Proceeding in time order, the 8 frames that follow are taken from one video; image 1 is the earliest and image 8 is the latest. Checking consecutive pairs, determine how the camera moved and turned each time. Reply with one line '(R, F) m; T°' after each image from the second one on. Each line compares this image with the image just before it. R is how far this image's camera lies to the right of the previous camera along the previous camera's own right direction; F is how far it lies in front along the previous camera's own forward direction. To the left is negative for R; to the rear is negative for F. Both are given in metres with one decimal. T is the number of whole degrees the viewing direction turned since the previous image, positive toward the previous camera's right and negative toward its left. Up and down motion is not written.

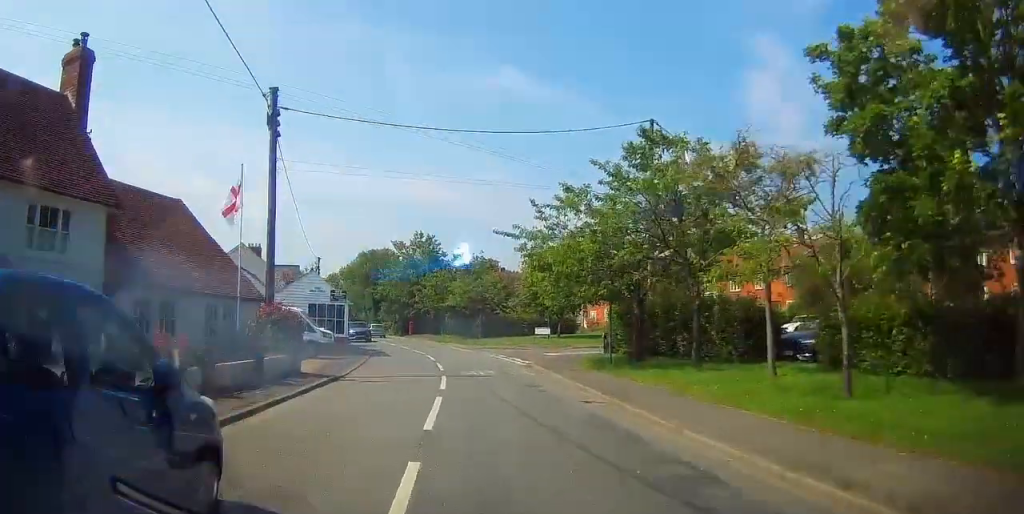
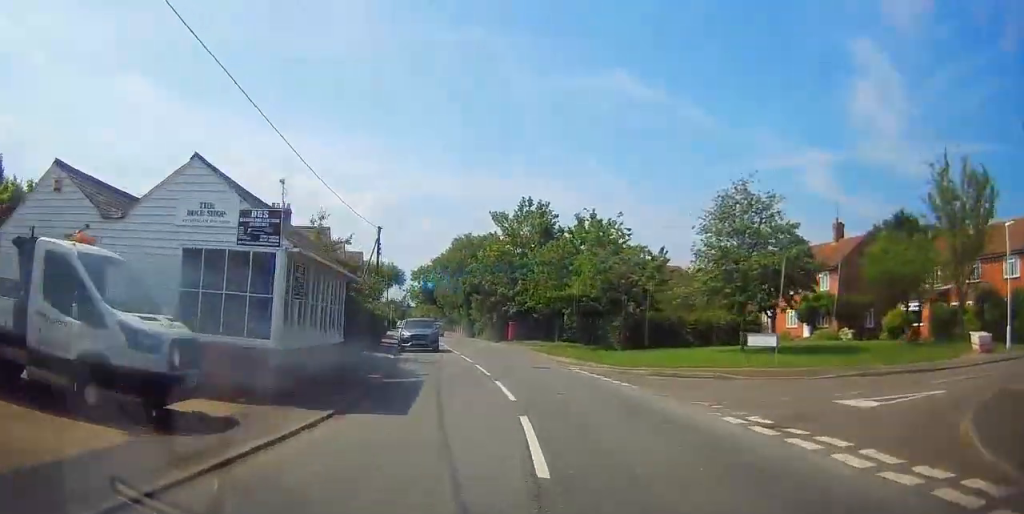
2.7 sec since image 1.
(+6.8, +21.0) m; +14°
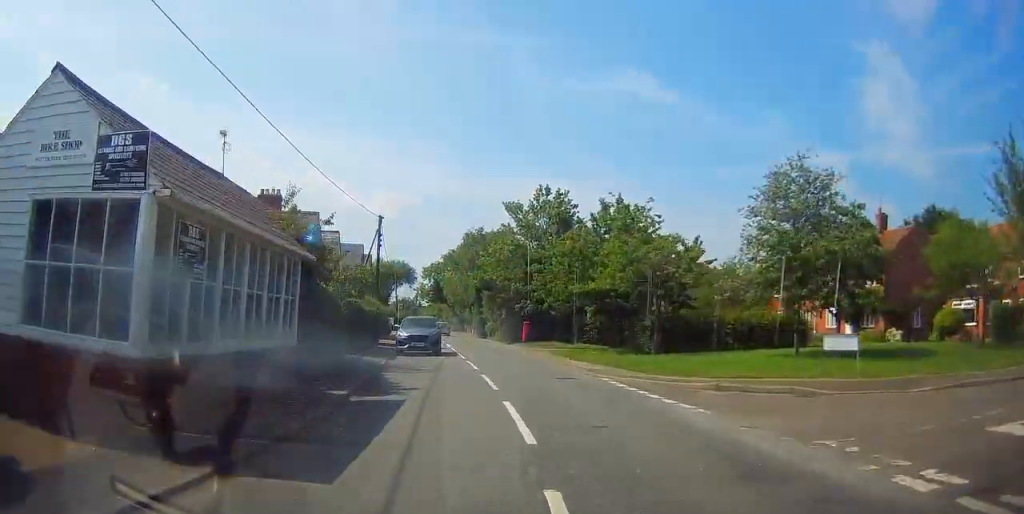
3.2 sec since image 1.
(-0.4, +5.4) m; -4°
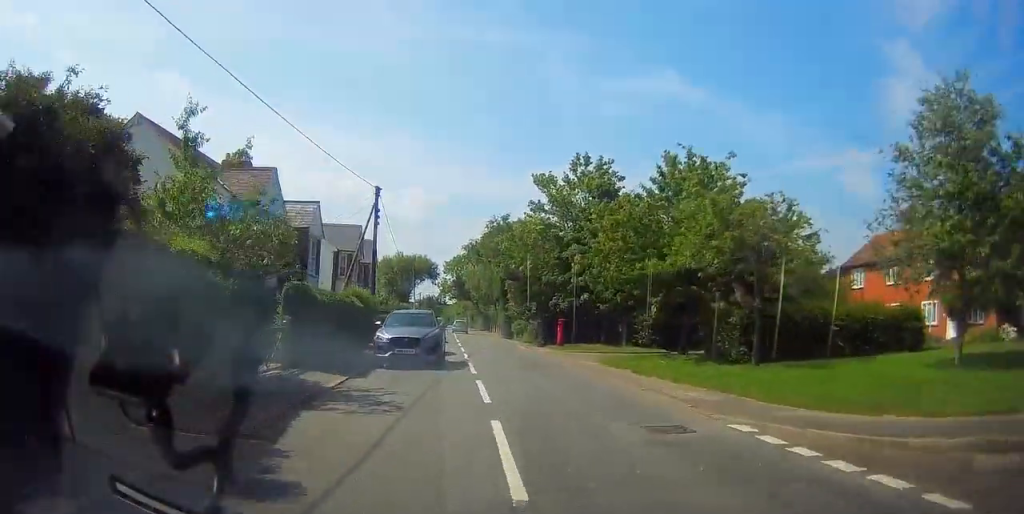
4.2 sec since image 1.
(-0.7, +10.3) m; -16°
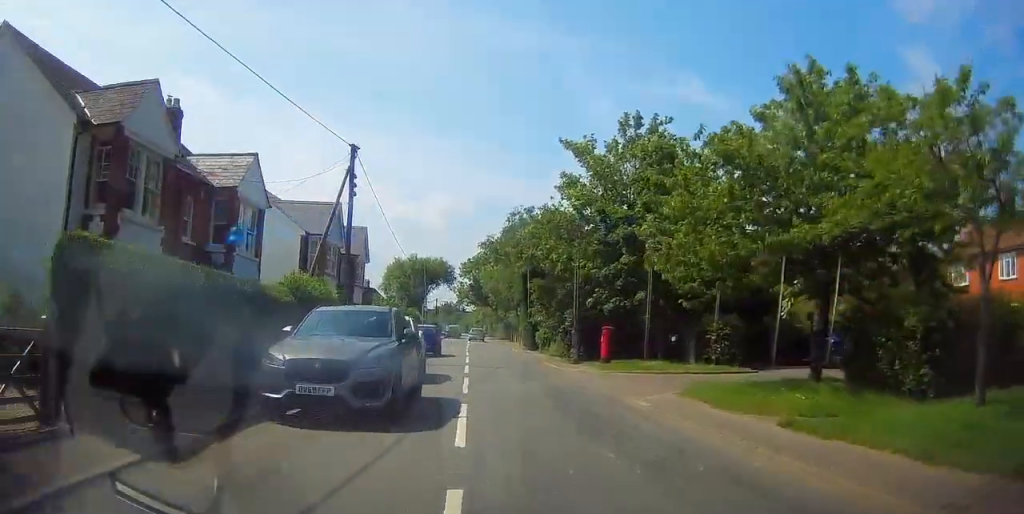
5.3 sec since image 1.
(-1.8, +7.6) m; -2°
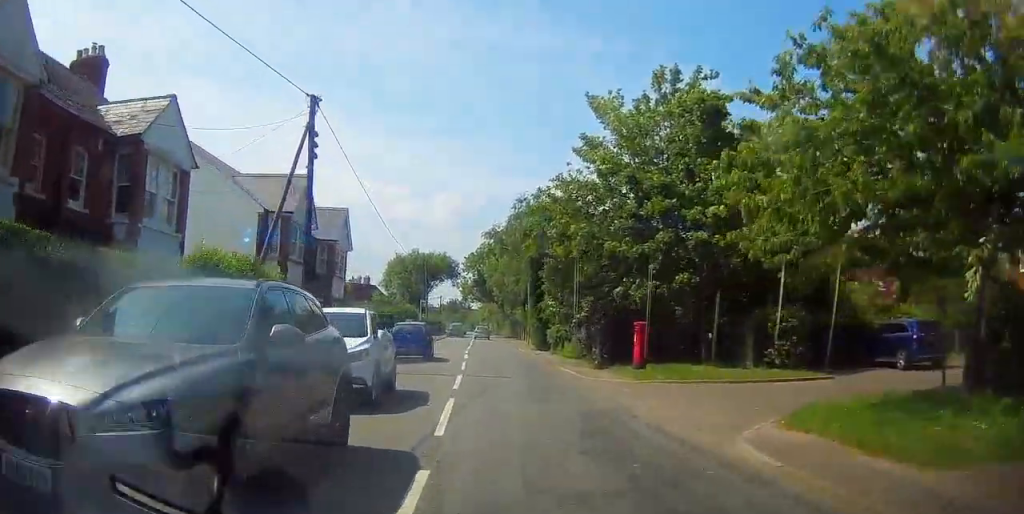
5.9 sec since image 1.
(-0.9, +4.1) m; +10°
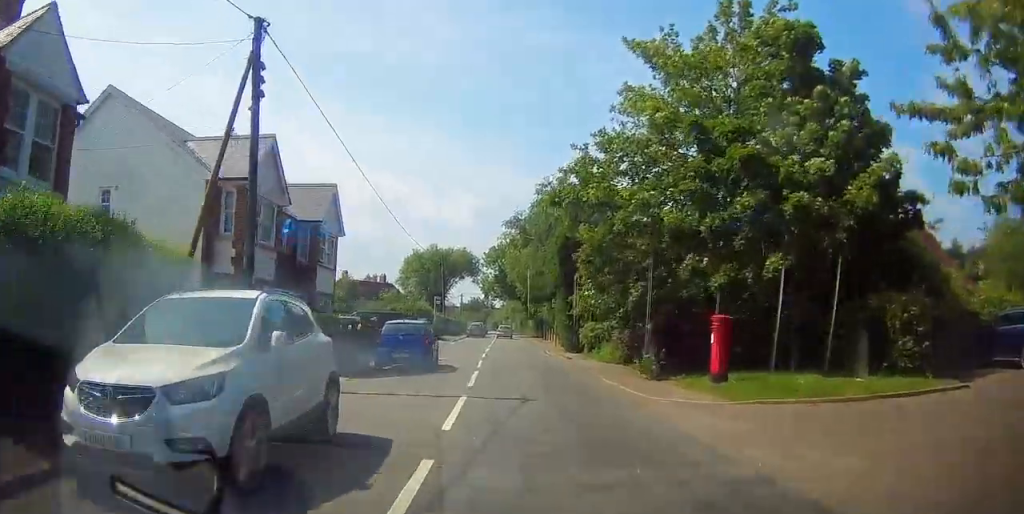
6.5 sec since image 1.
(+2.7, +6.9) m; +10°
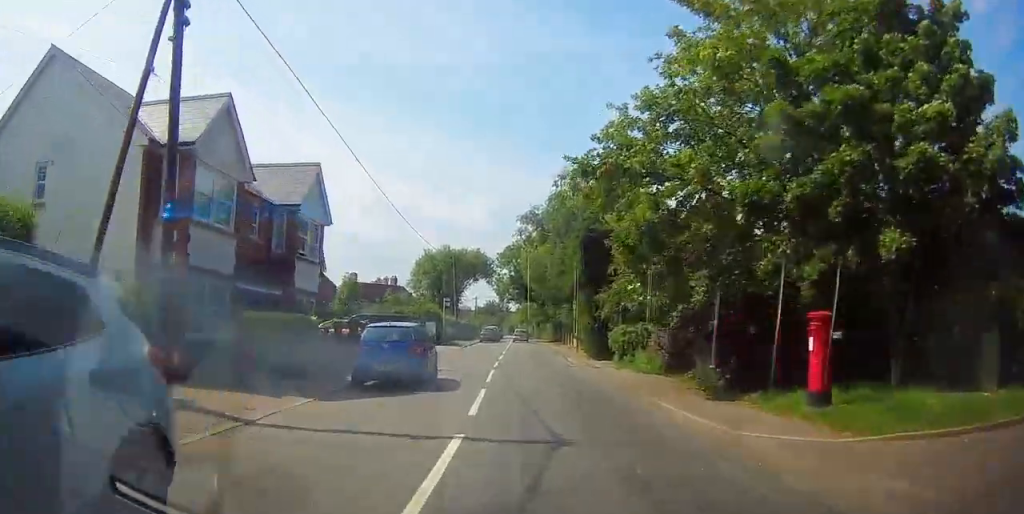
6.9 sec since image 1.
(+0.4, +5.1) m; +2°
